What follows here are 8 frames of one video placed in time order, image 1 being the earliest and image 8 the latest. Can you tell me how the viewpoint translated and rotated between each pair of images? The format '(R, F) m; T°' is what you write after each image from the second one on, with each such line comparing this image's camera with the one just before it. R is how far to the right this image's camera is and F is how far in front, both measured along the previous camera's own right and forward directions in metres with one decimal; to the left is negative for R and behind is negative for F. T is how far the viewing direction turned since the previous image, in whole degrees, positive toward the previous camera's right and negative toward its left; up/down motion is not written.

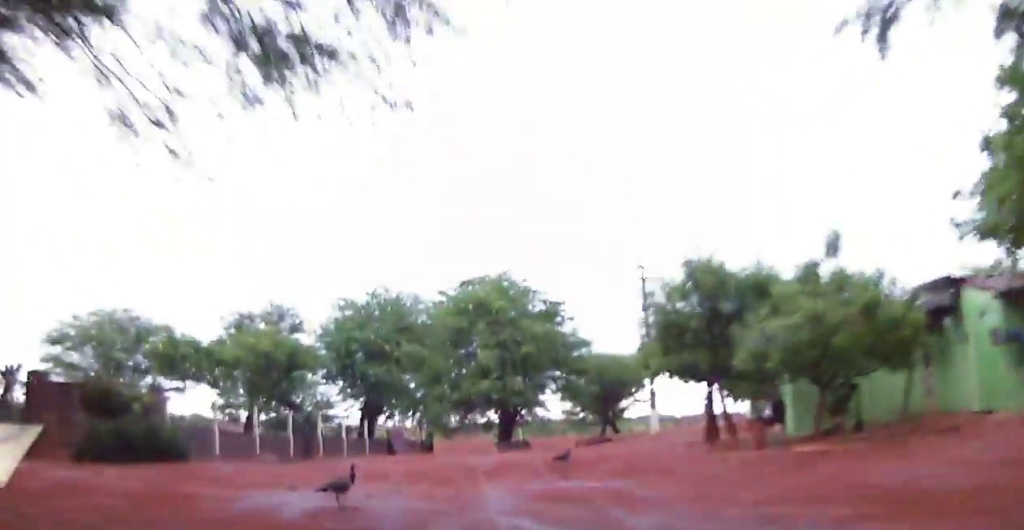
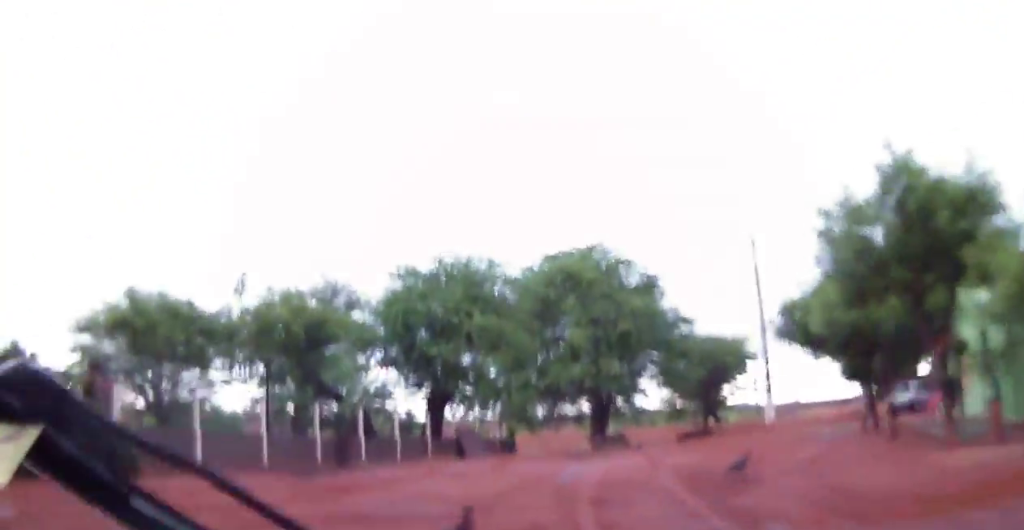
(-0.5, +5.8) m; -9°
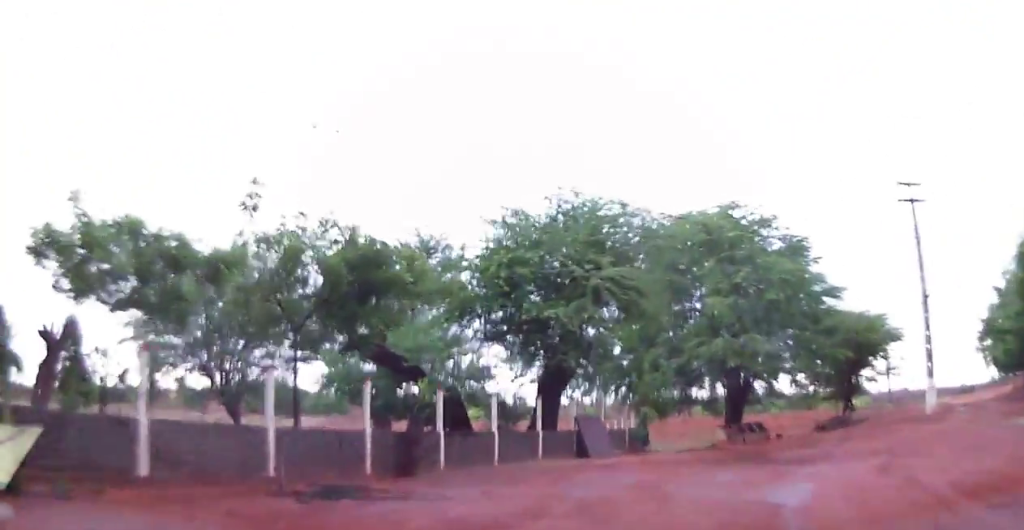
(-0.7, +6.9) m; -8°
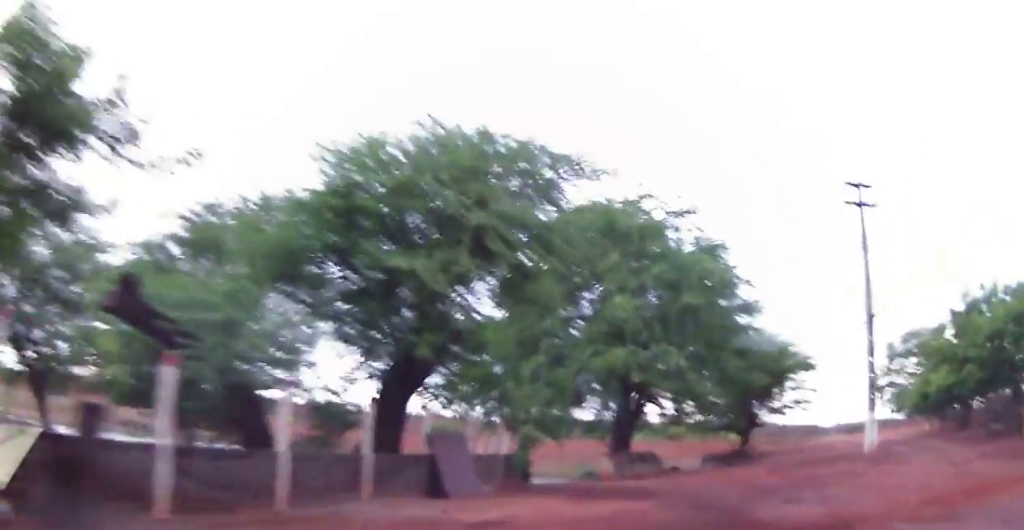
(-0.1, +6.3) m; +7°
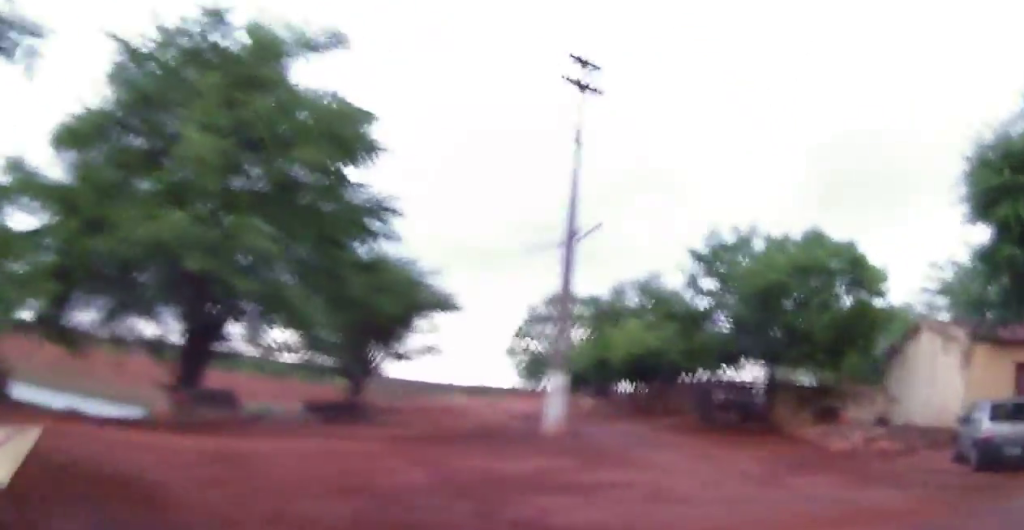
(+1.8, +8.0) m; +27°
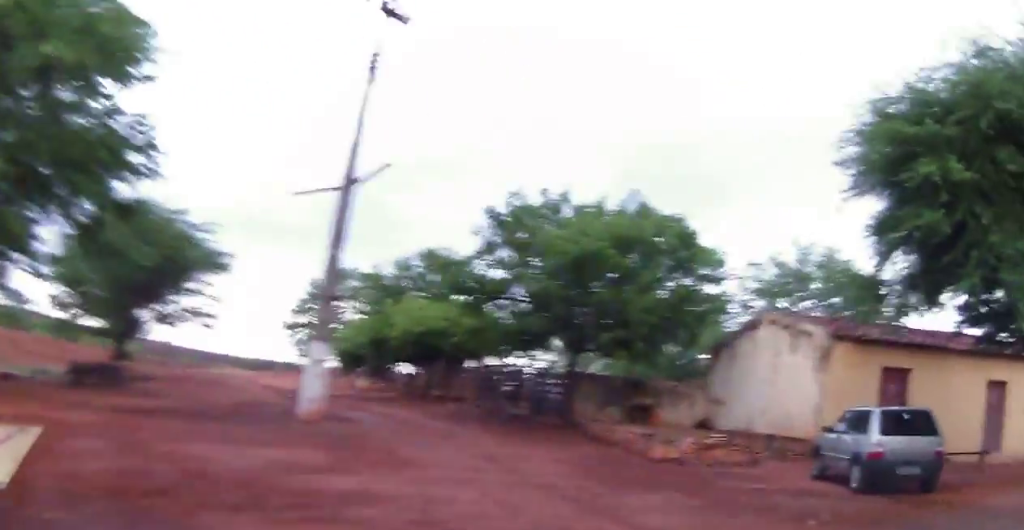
(+0.5, +3.0) m; +6°
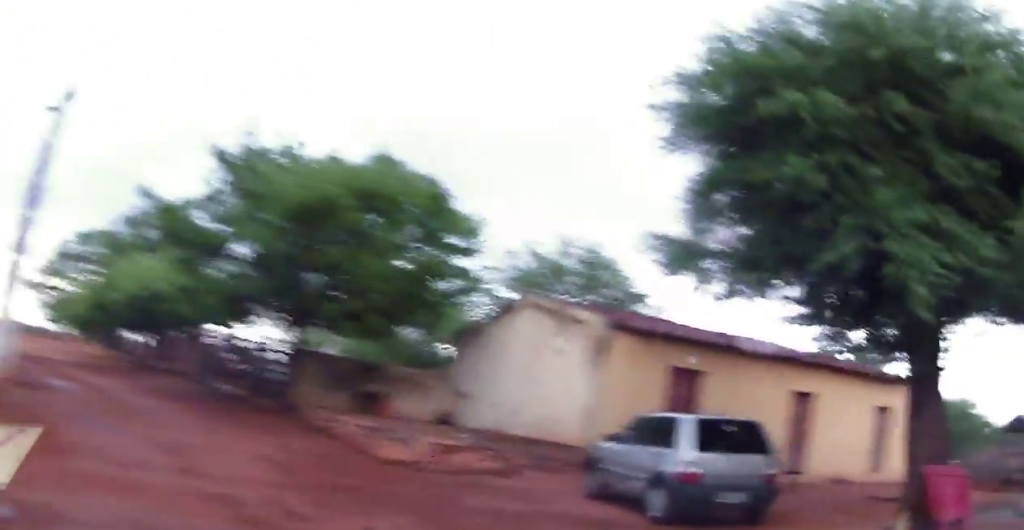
(+0.2, +3.0) m; +10°
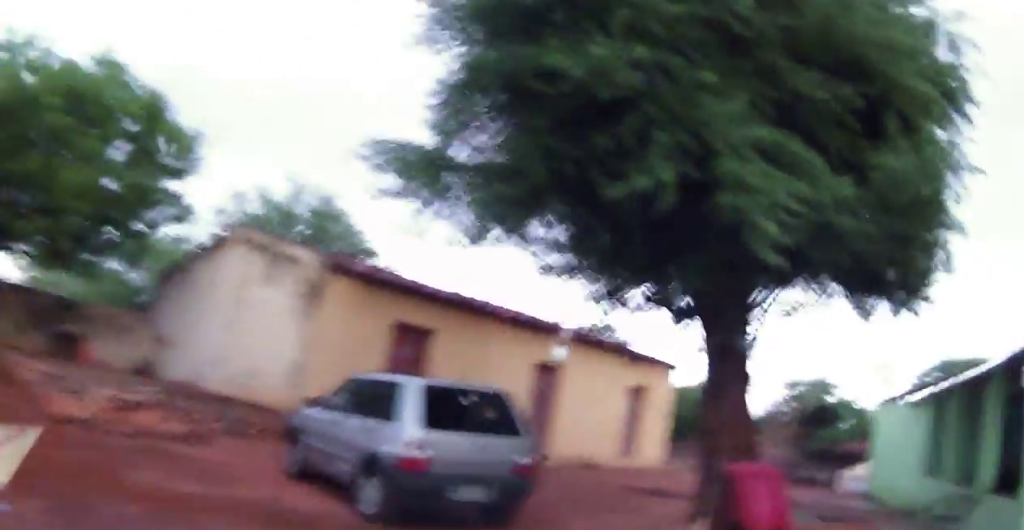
(-0.2, +2.3) m; +17°
